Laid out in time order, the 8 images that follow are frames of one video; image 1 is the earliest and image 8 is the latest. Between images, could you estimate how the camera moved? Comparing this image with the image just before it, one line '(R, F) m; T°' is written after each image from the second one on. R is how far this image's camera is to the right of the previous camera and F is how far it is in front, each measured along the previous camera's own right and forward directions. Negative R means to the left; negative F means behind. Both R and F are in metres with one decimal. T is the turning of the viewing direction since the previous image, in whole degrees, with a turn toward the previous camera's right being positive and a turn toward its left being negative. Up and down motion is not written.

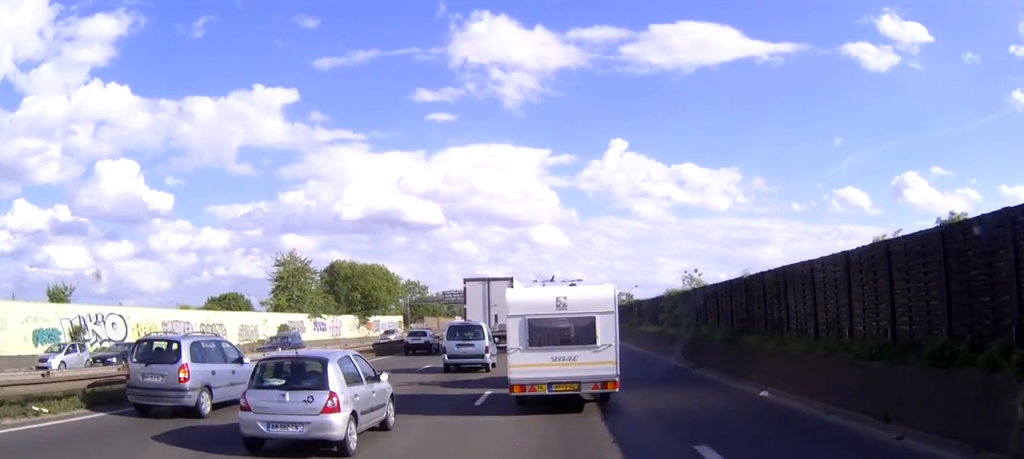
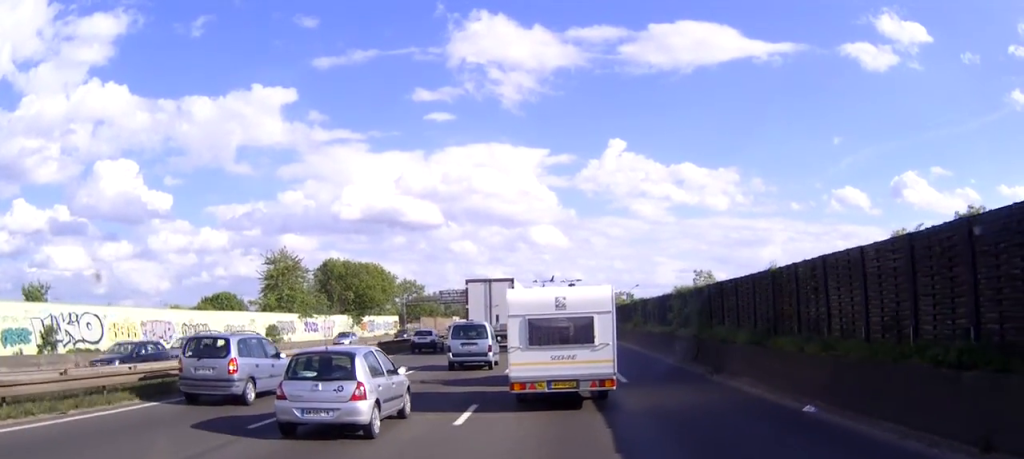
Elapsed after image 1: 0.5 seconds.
(0.0, +3.1) m; 0°
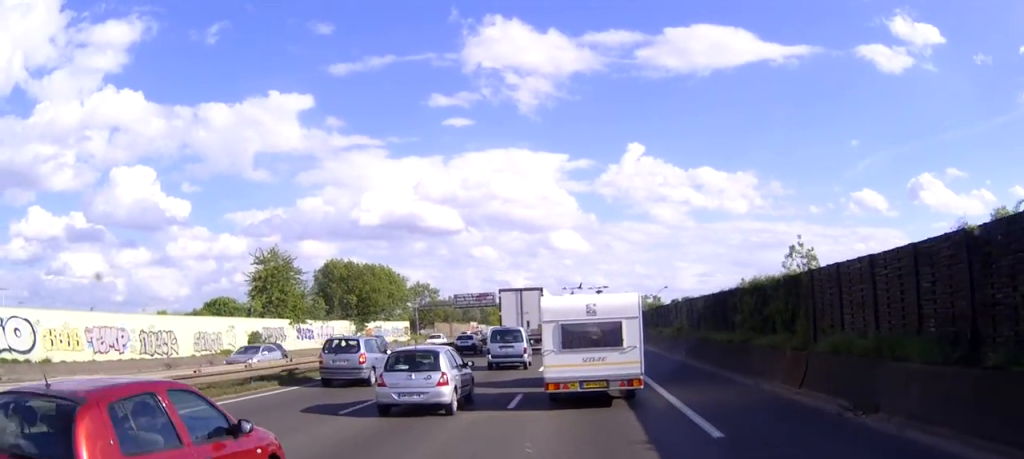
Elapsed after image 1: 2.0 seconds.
(-0.1, +9.5) m; -2°
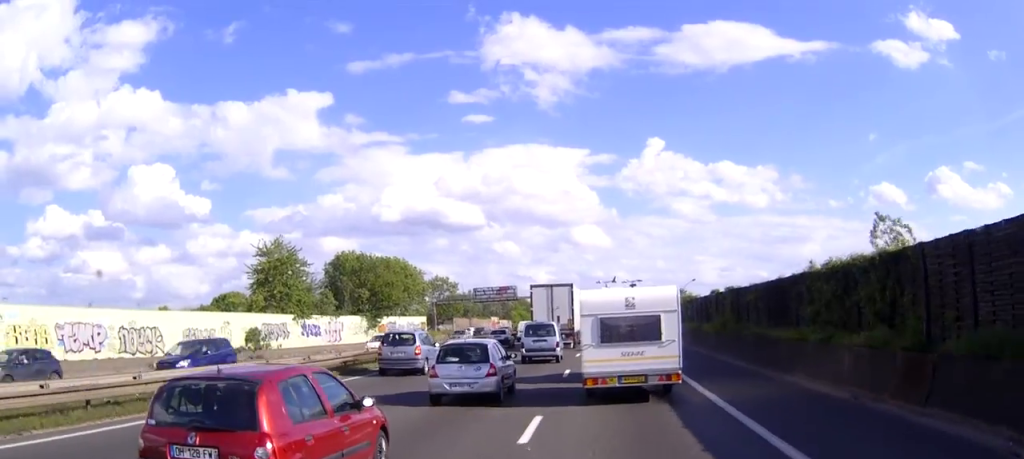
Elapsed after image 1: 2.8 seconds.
(0.0, +5.0) m; -1°
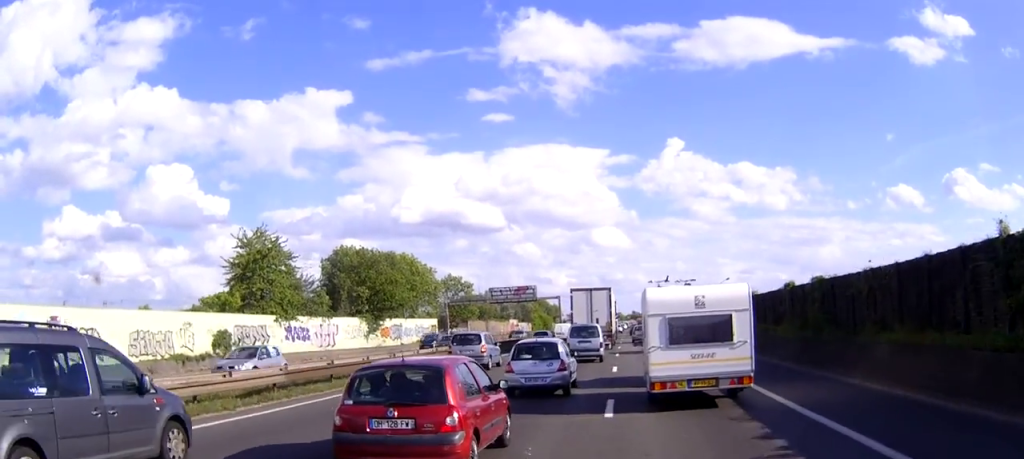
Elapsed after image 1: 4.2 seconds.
(-0.2, +9.8) m; -1°
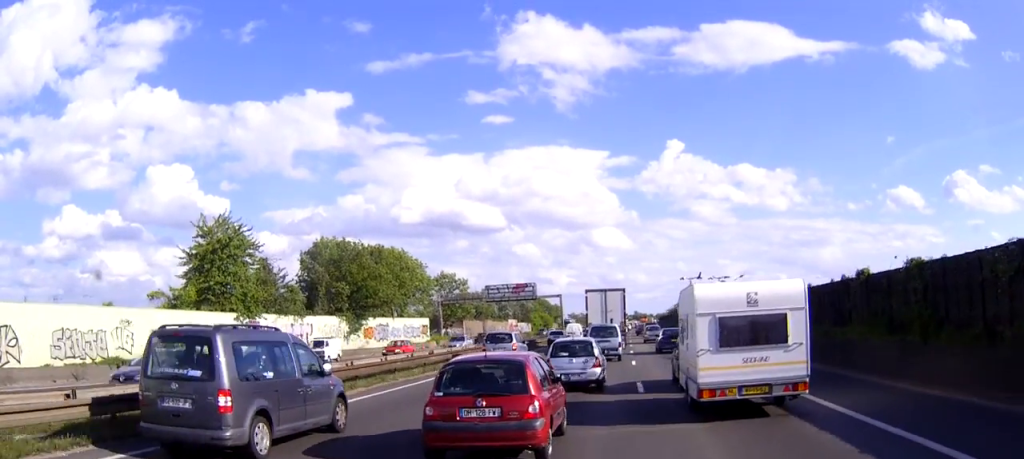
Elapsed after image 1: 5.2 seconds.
(0.0, +7.8) m; 0°
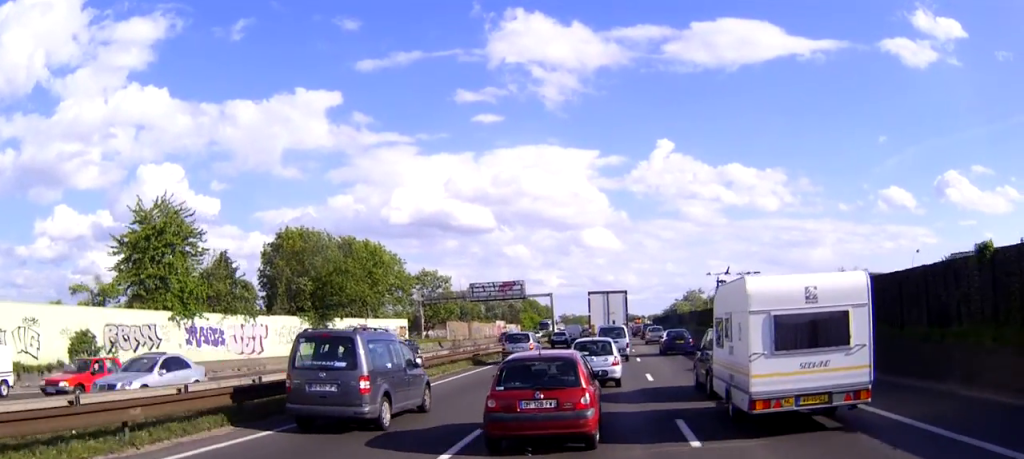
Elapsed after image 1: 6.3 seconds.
(0.0, +8.2) m; +1°
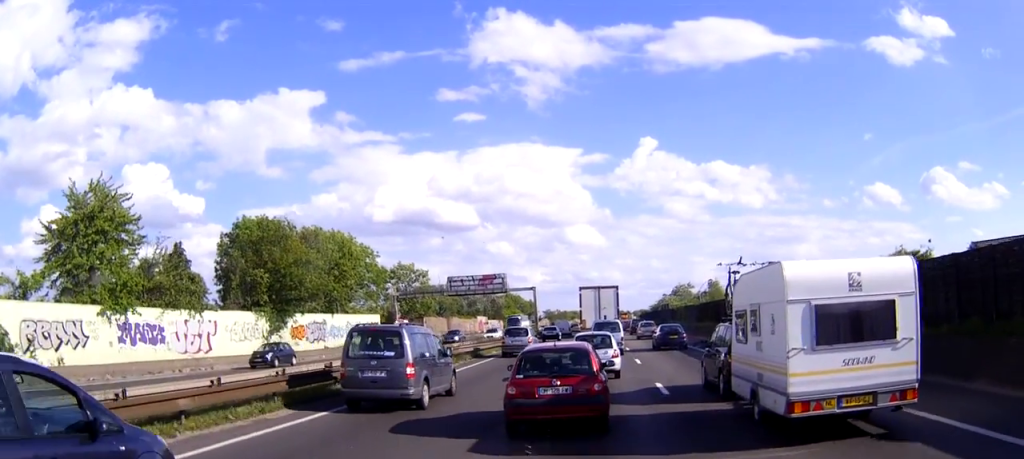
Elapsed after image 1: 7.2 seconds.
(+0.1, +6.3) m; +1°
